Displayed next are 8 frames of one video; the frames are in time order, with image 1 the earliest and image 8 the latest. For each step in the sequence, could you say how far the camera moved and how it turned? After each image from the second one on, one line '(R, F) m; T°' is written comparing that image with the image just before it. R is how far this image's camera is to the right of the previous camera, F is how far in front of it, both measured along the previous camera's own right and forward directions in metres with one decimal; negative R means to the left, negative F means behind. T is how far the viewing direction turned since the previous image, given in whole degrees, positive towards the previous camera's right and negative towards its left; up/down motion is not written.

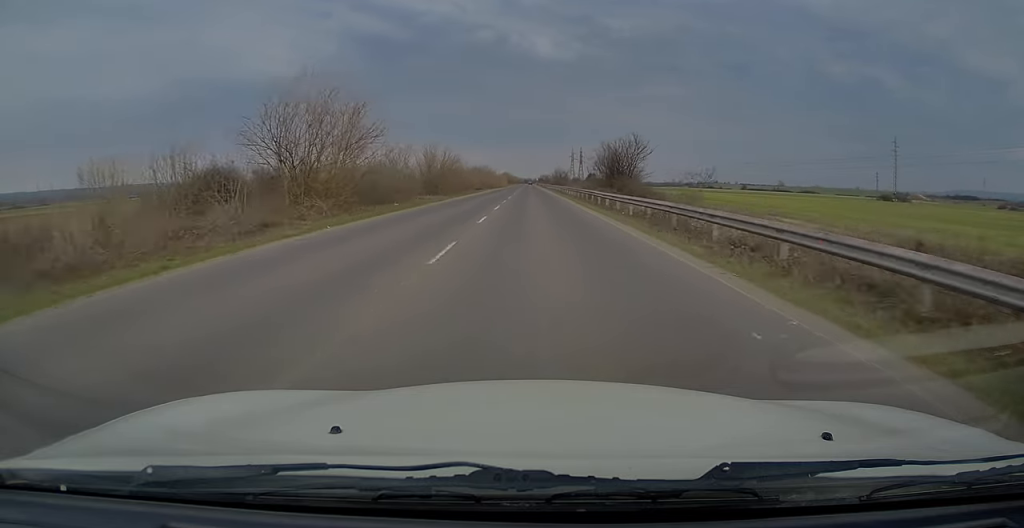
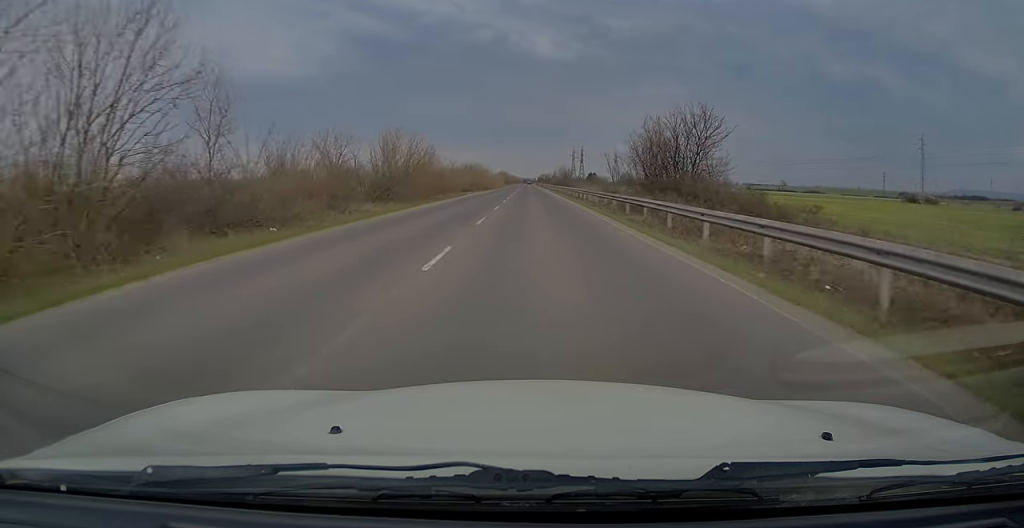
(-0.1, +18.4) m; -1°
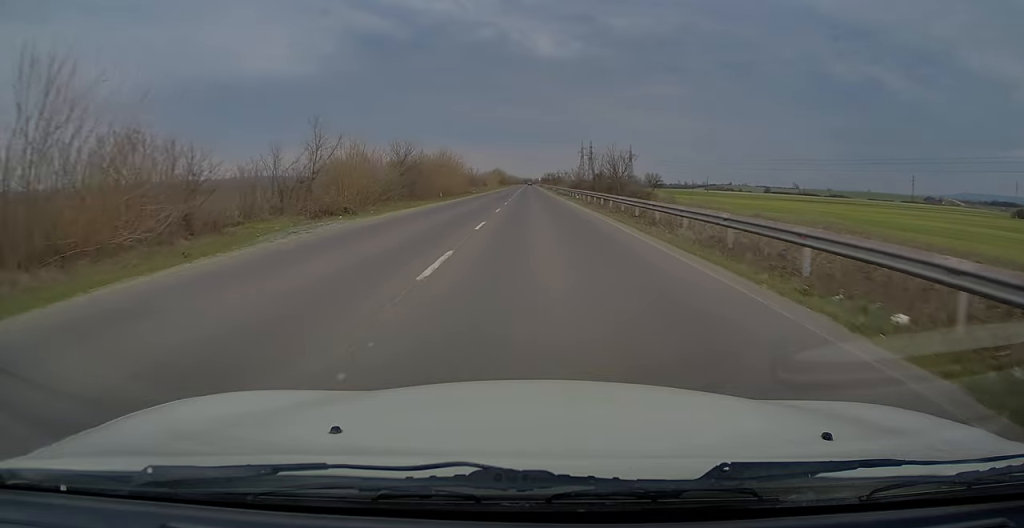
(-0.1, +54.7) m; 0°
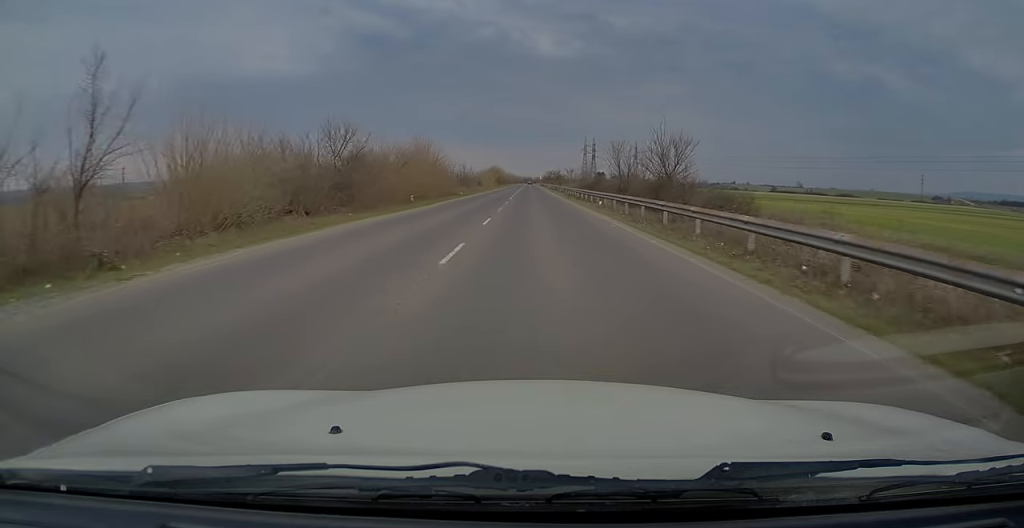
(-0.1, +16.4) m; 0°
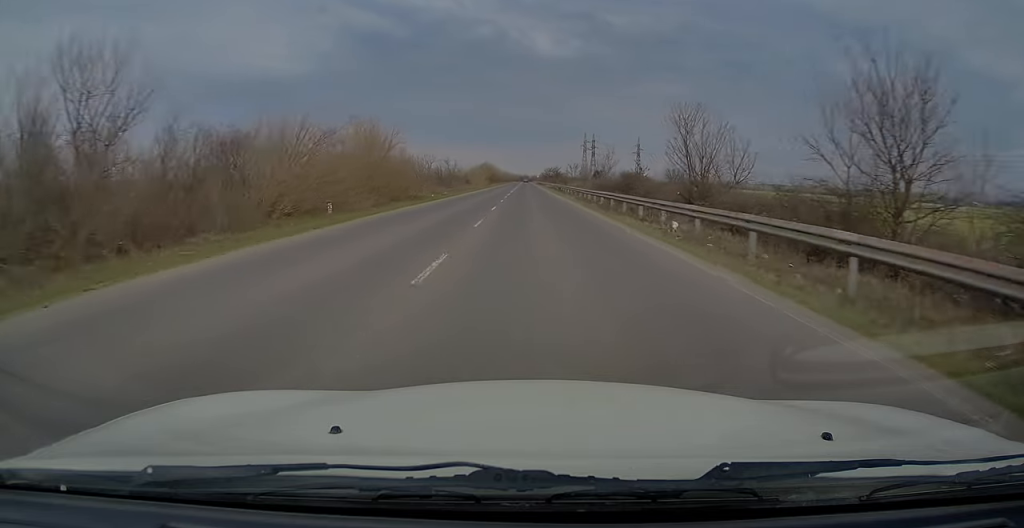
(+0.1, +19.4) m; 0°
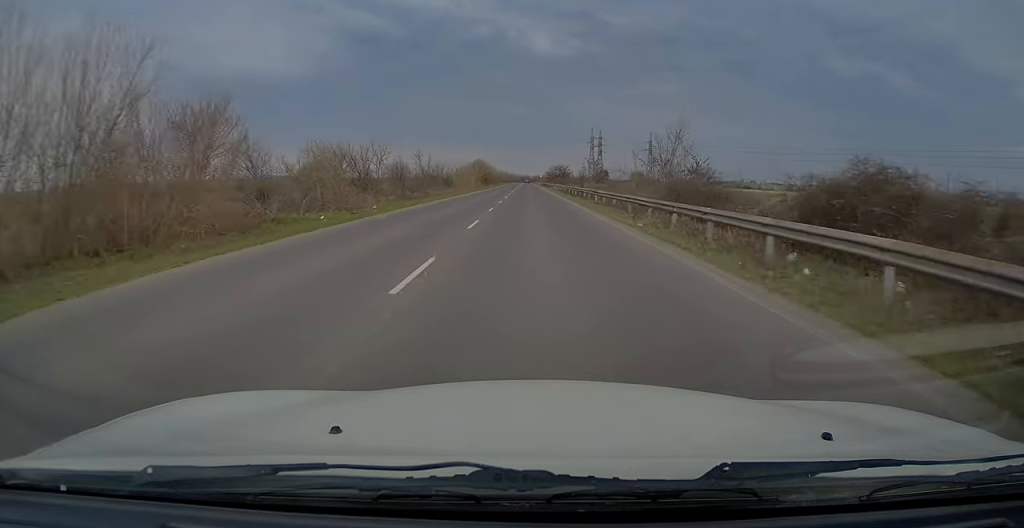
(+0.1, +27.7) m; 0°
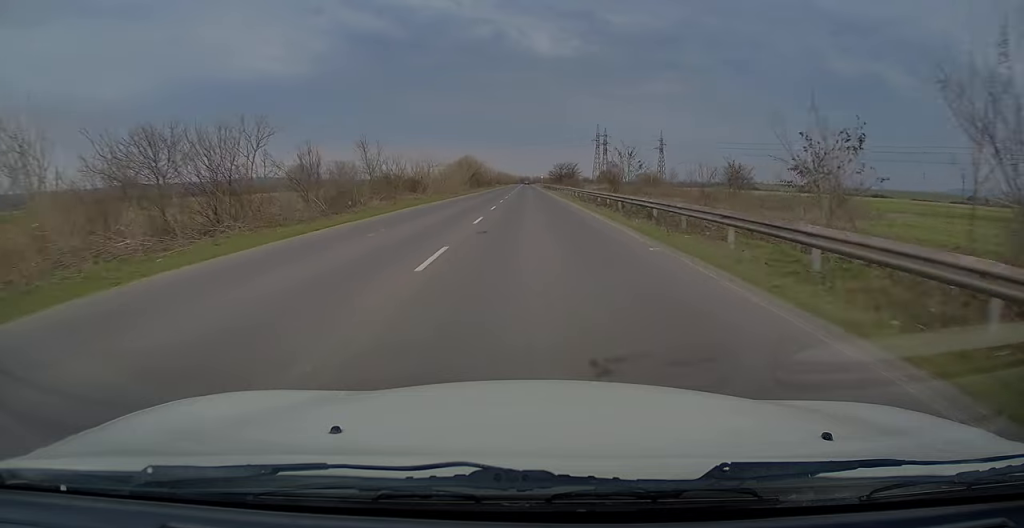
(-0.2, +24.7) m; 0°
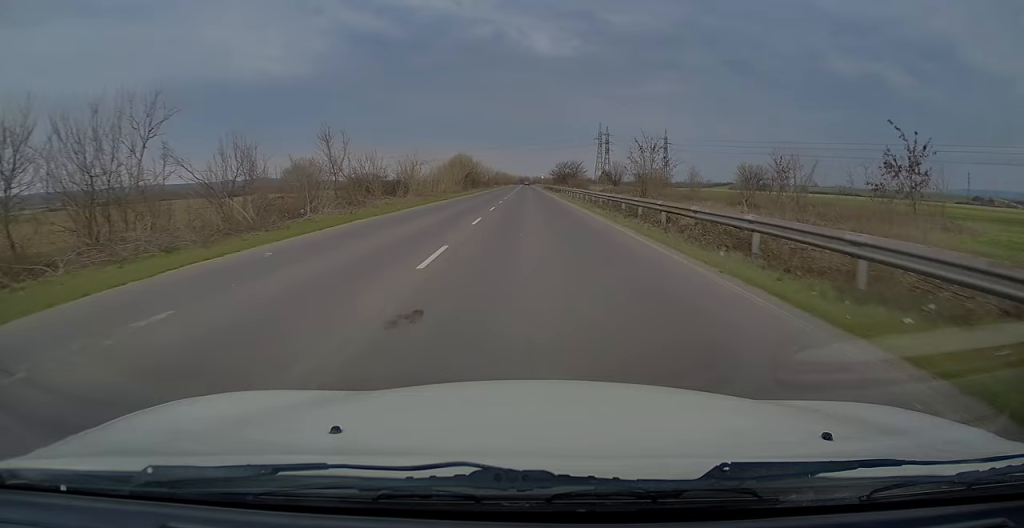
(+0.1, +9.0) m; 0°
